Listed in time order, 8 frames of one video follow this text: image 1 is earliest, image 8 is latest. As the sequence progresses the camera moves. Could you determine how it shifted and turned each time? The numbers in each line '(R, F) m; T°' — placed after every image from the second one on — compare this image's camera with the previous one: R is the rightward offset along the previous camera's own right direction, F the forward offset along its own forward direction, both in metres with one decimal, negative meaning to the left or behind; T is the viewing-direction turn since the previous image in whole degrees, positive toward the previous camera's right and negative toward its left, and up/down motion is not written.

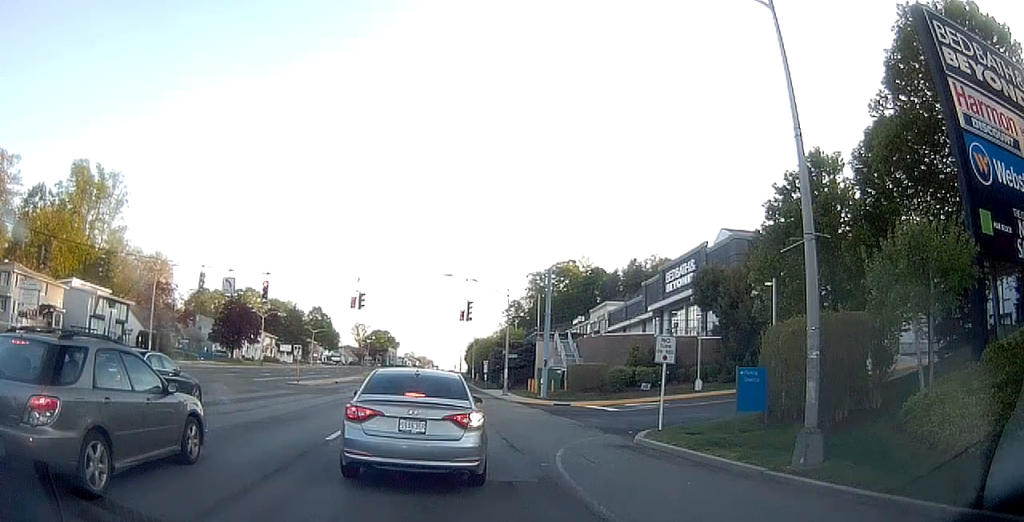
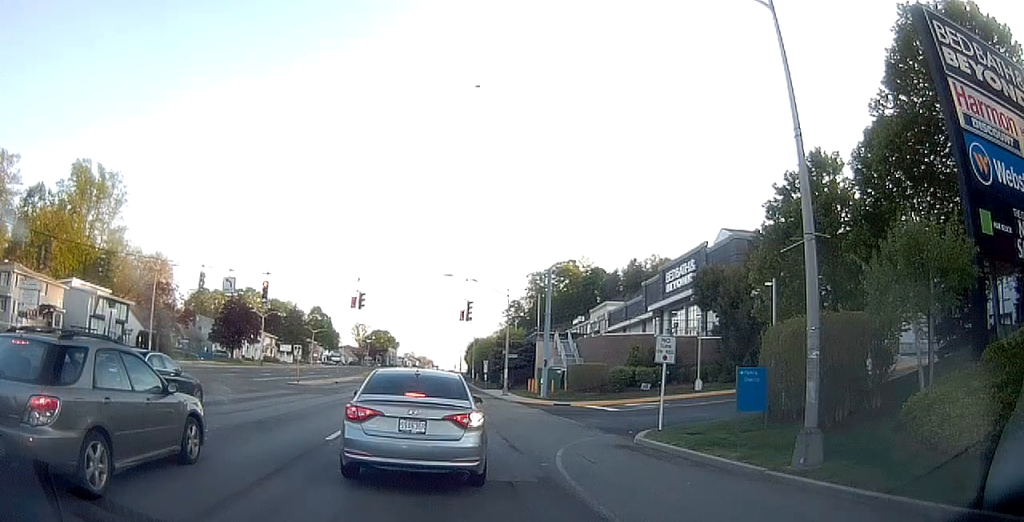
(0.0, 0.0) m; 0°
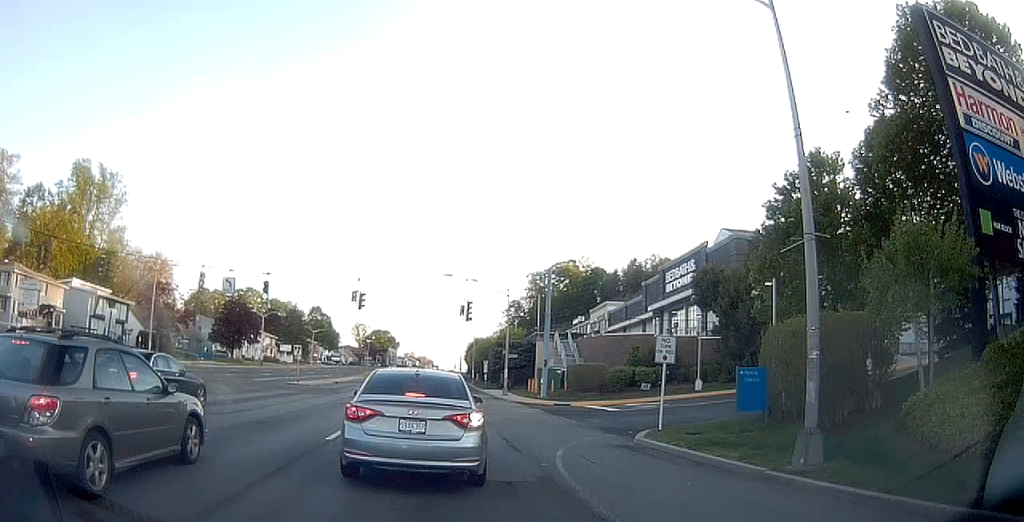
(0.0, 0.0) m; 0°
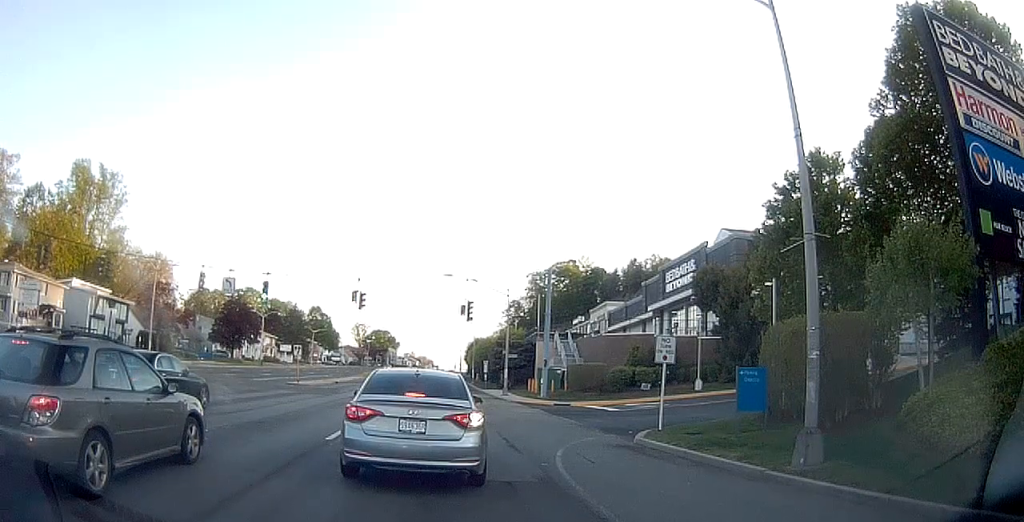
(0.0, 0.0) m; 0°
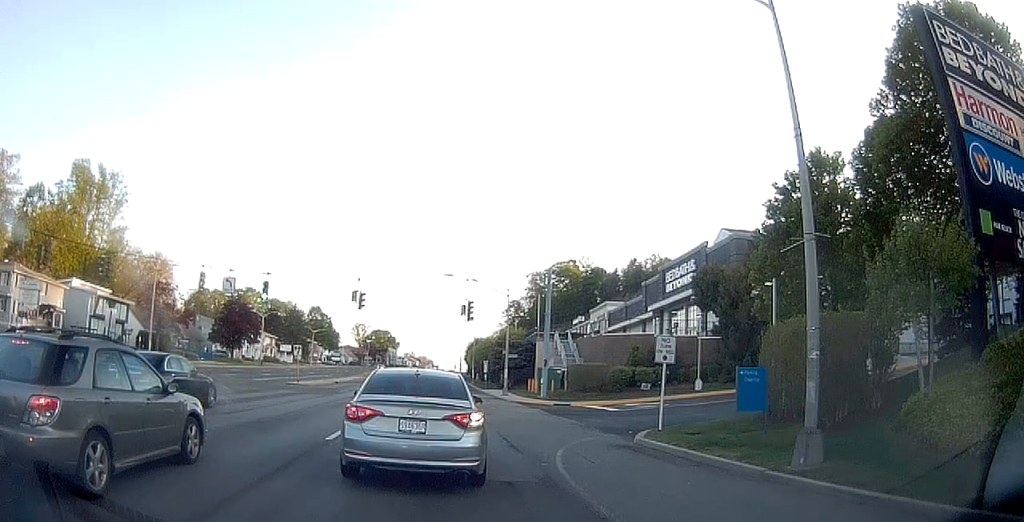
(0.0, 0.0) m; 0°
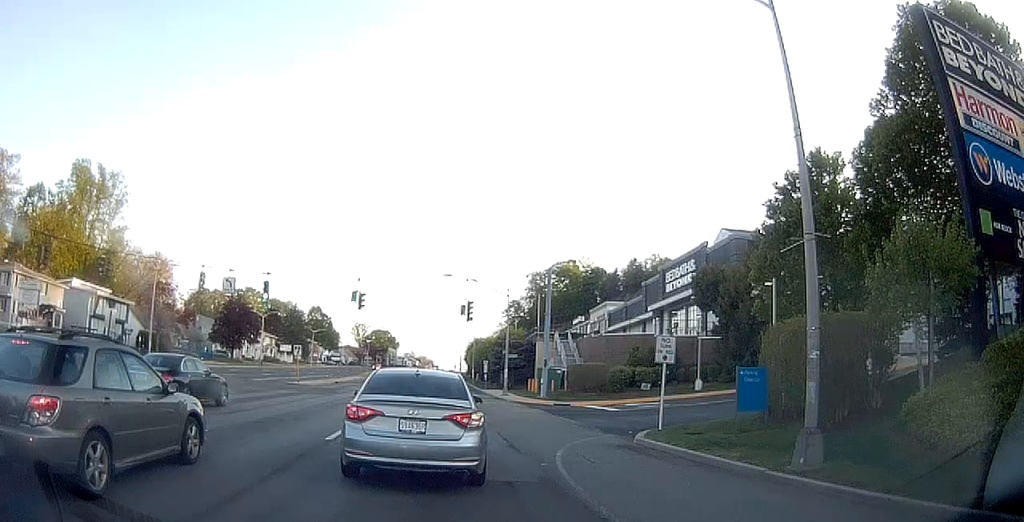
(0.0, 0.0) m; 0°
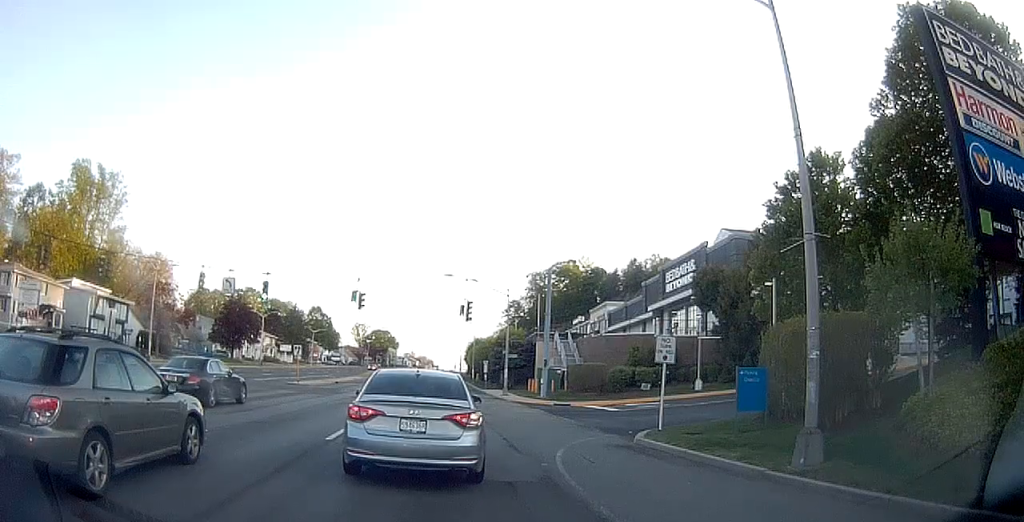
(0.0, 0.0) m; 0°
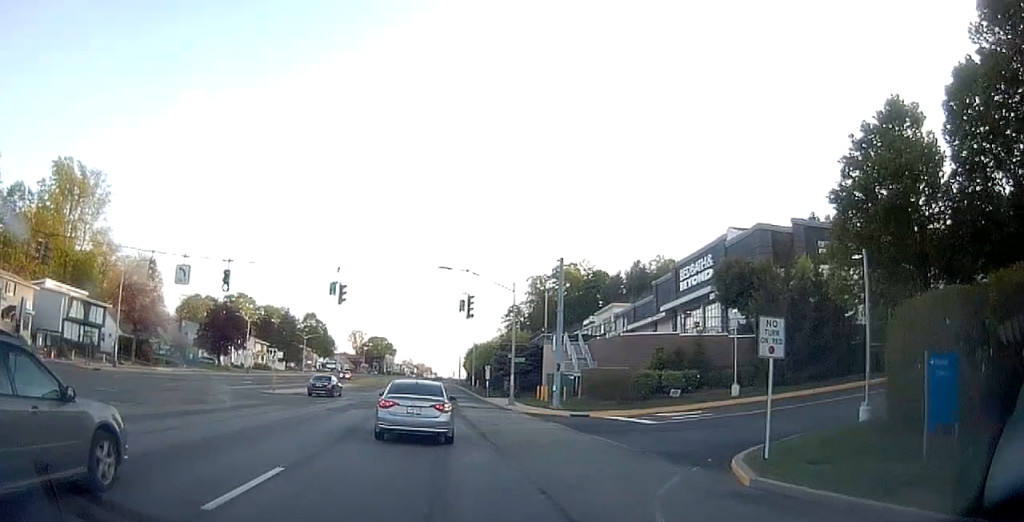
(+1.2, +10.5) m; +4°
